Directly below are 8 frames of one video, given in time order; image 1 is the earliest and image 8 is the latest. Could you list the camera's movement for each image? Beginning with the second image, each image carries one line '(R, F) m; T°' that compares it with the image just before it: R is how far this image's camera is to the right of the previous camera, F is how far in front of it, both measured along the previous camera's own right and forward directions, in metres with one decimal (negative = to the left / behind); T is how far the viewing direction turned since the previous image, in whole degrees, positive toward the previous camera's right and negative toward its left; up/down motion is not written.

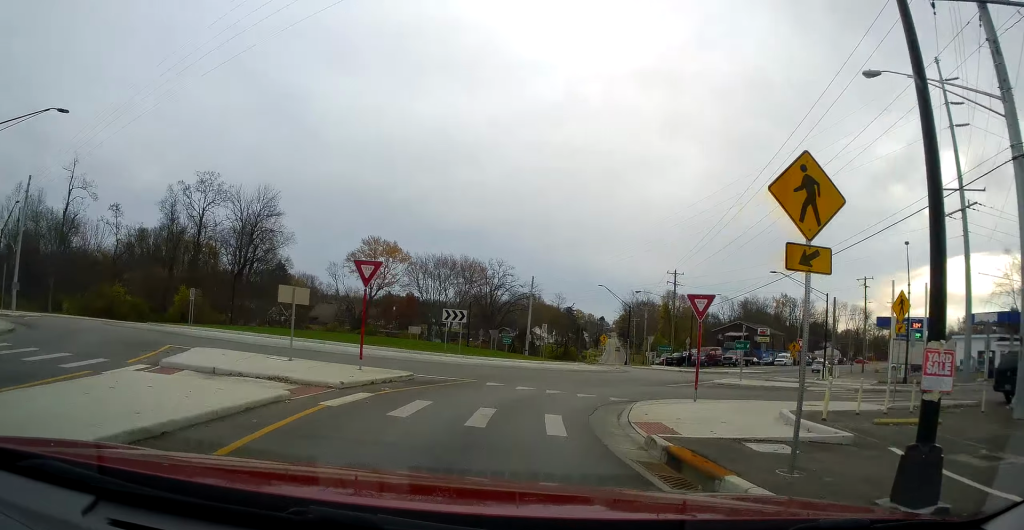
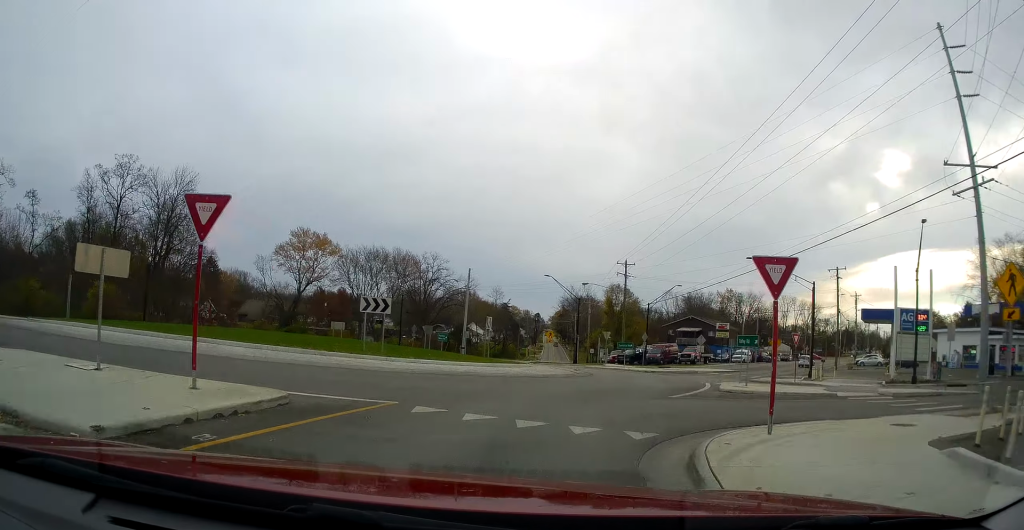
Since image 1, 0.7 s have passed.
(-0.1, +7.7) m; +1°
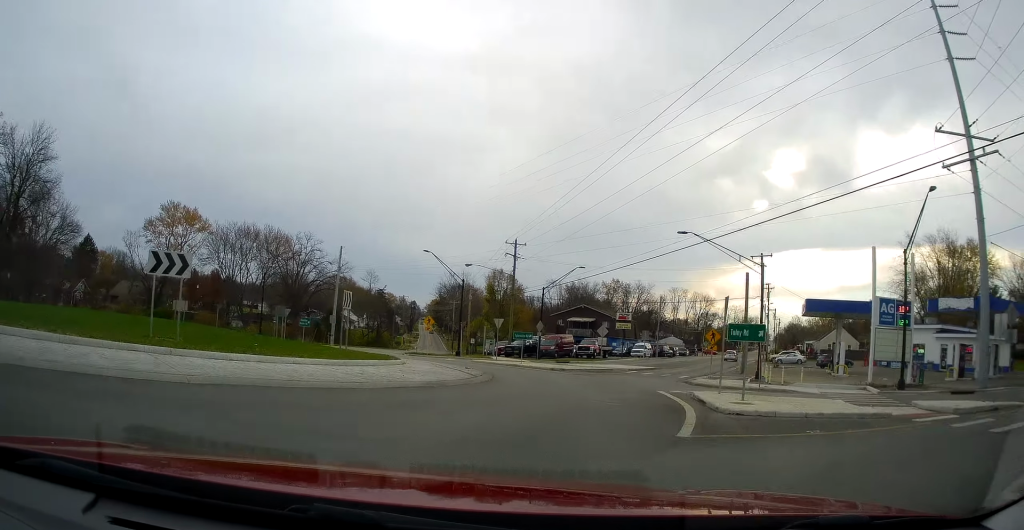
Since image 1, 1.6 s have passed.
(+0.4, +9.5) m; +4°
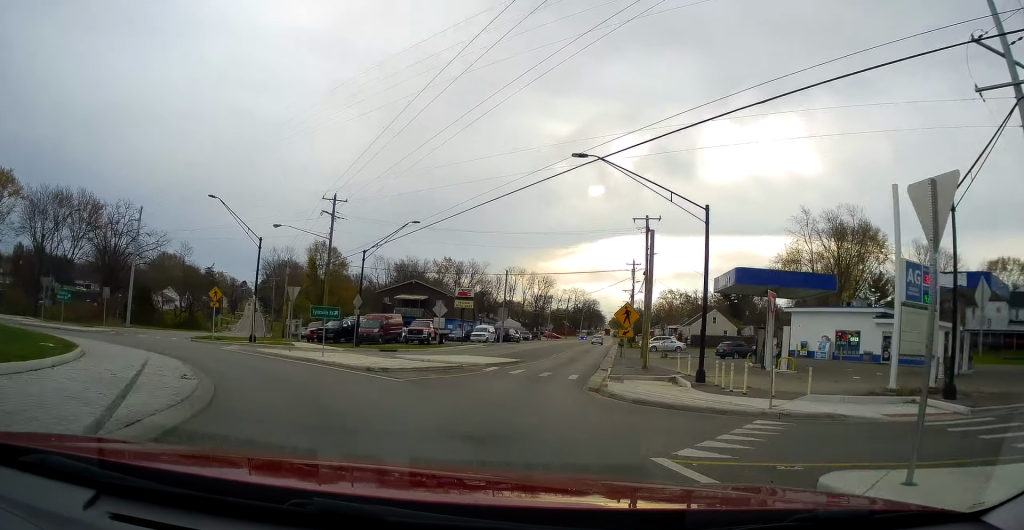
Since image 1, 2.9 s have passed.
(+1.0, +13.1) m; +14°
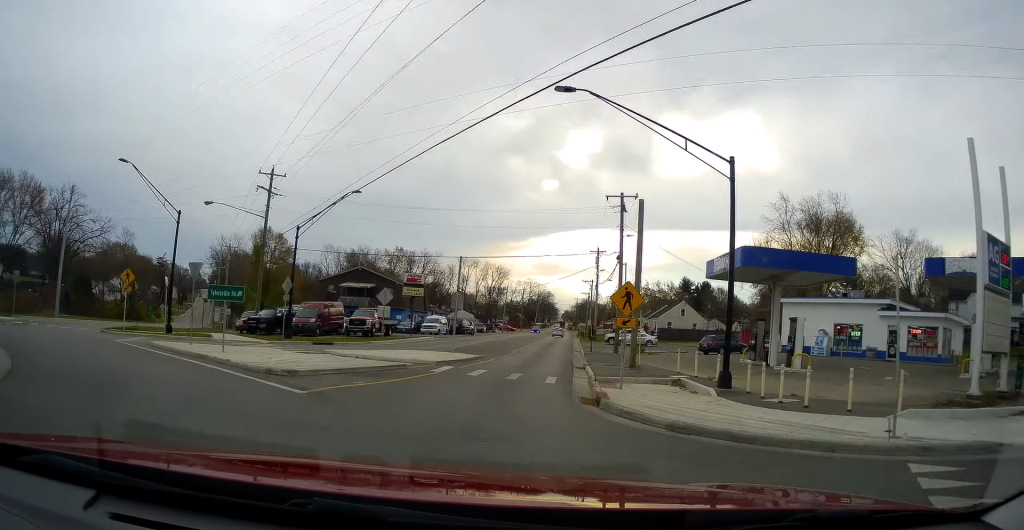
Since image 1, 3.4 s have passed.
(0.0, +5.4) m; +9°
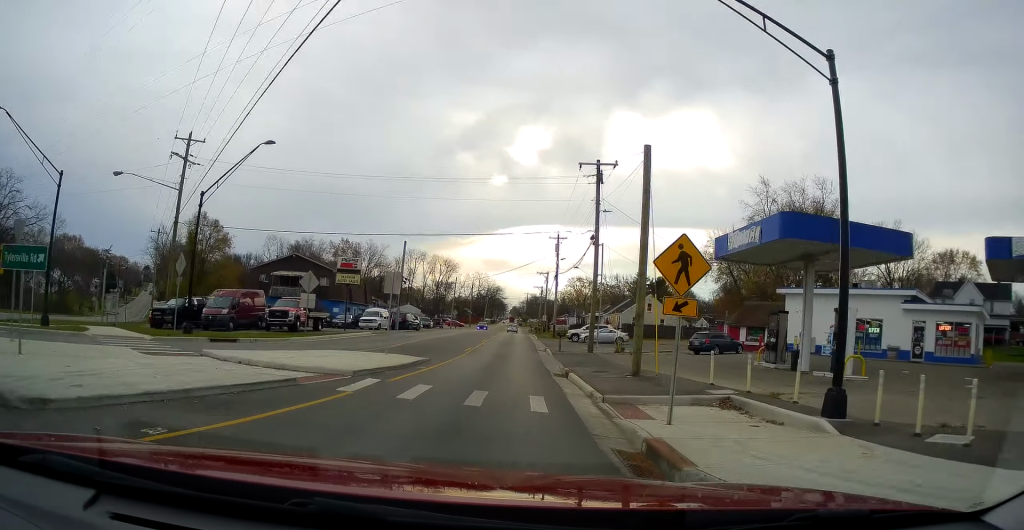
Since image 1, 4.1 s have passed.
(+1.0, +6.6) m; +8°
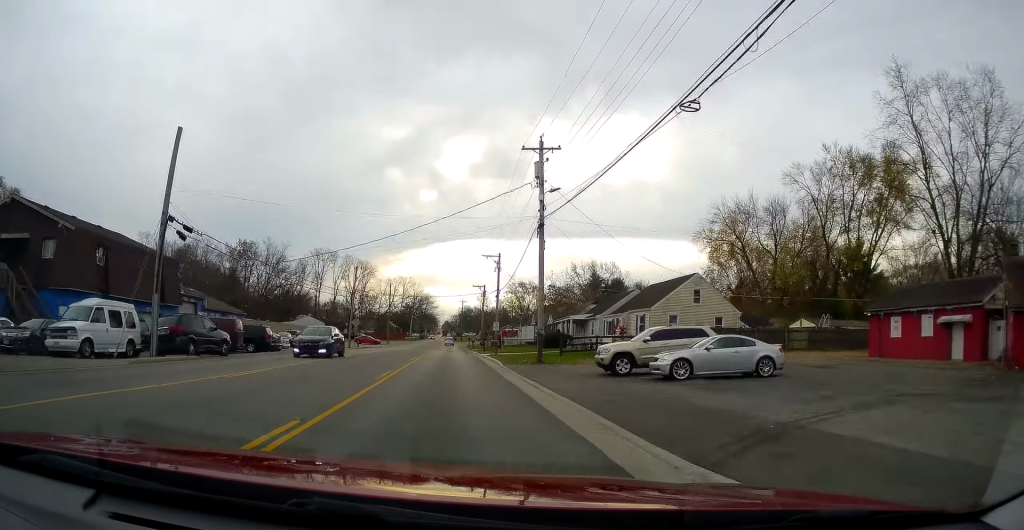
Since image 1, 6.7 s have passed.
(+3.3, +31.4) m; +9°
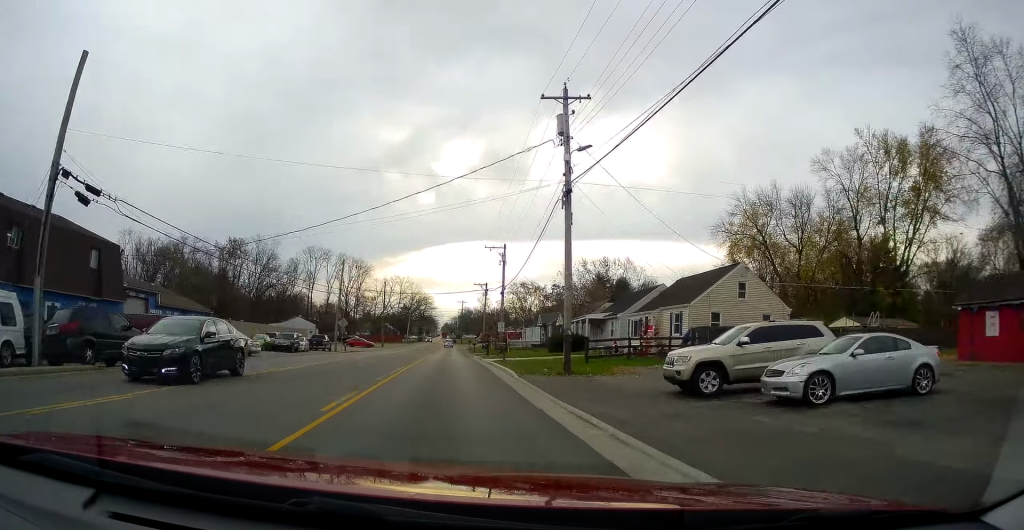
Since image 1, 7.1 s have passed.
(+0.2, +6.7) m; +2°
